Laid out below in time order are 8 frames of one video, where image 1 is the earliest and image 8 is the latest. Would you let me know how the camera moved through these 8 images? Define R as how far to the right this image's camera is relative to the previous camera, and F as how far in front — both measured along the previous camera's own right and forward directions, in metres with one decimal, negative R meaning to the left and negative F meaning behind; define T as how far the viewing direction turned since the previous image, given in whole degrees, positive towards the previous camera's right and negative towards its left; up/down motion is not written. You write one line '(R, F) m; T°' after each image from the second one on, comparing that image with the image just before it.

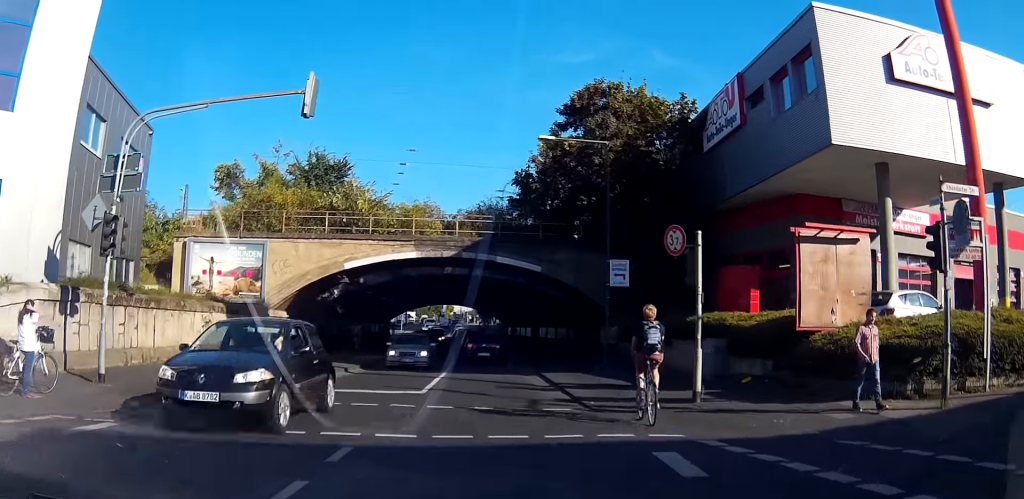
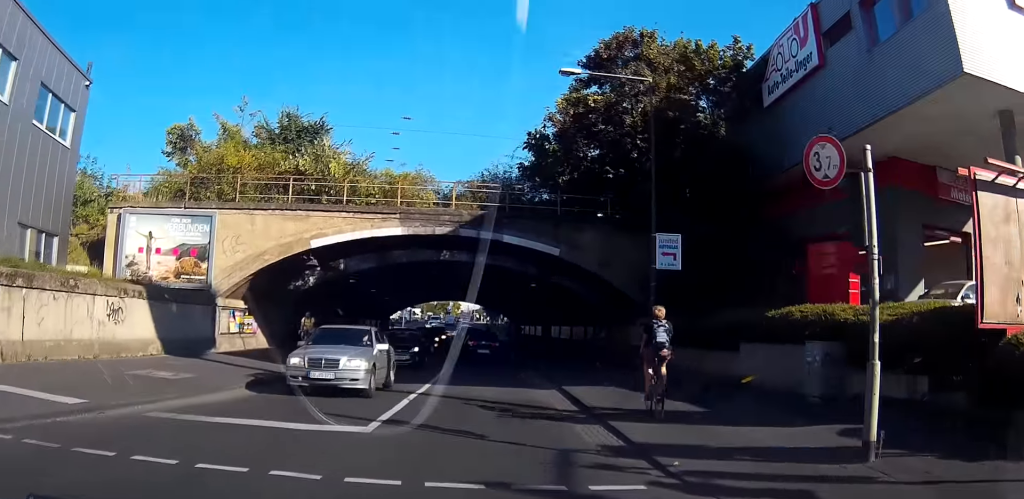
(+0.1, +8.6) m; 0°
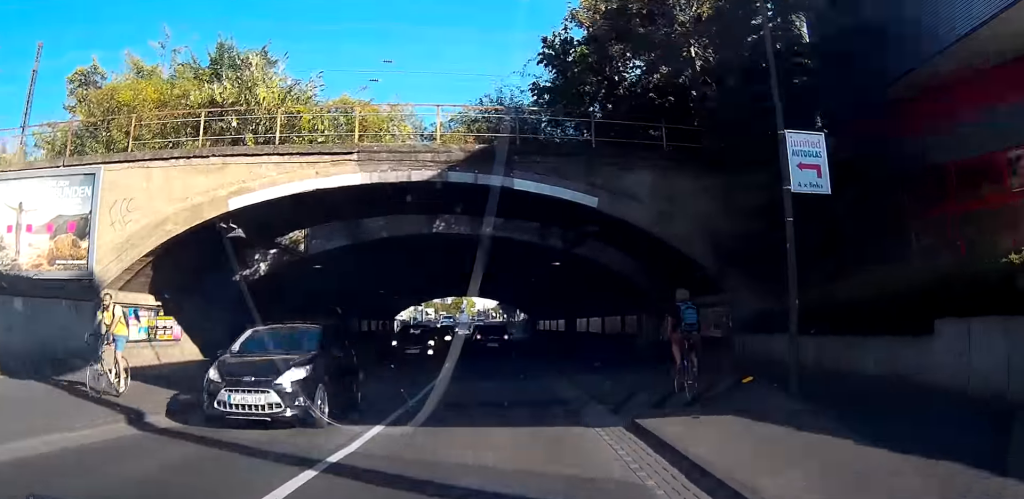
(-0.2, +10.5) m; -1°
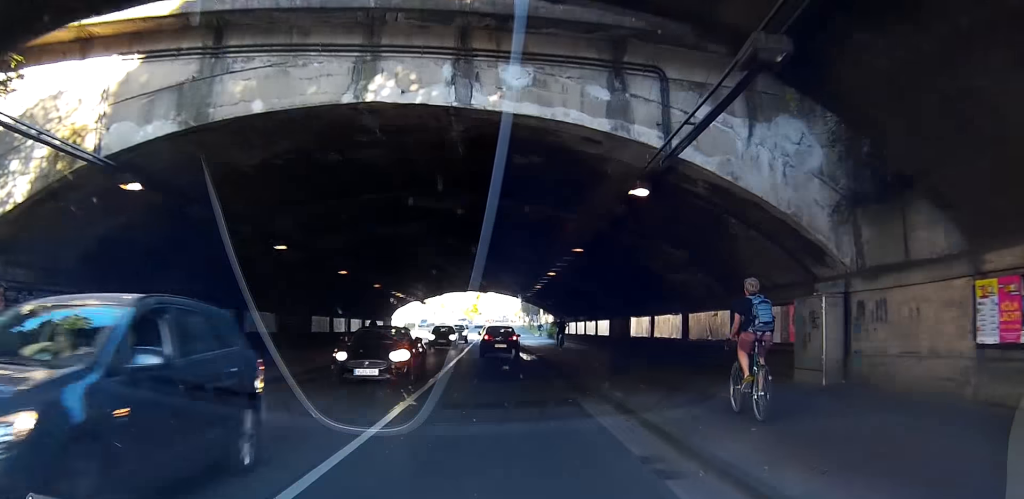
(0.0, +17.1) m; 0°
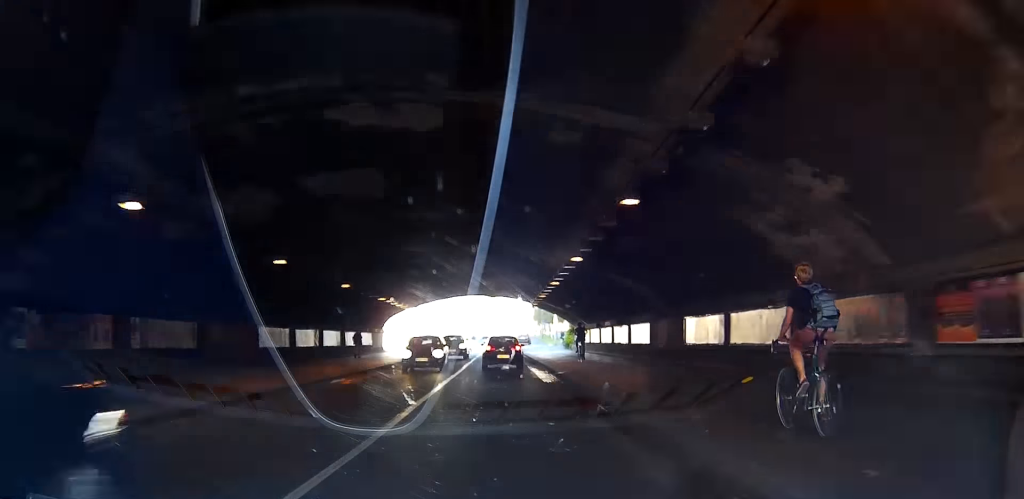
(0.0, +9.8) m; -1°
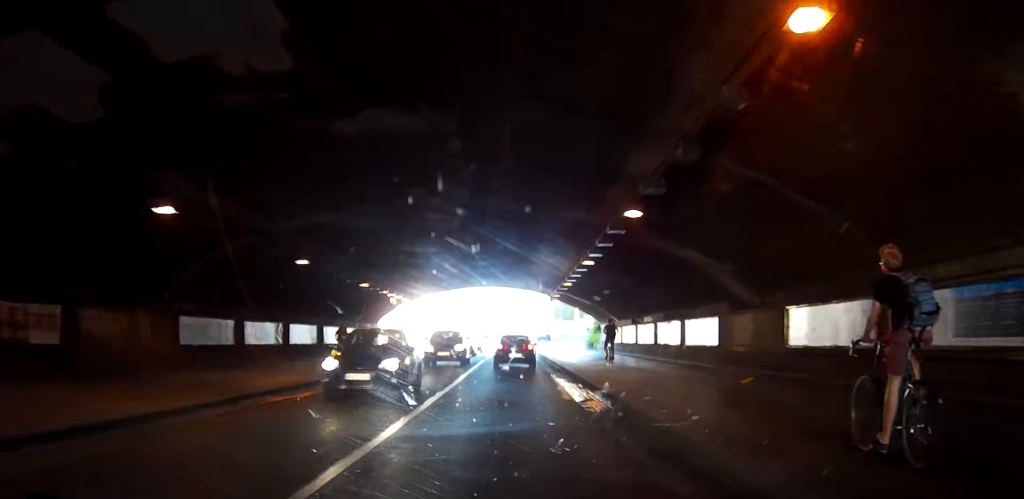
(-0.1, +8.5) m; -1°
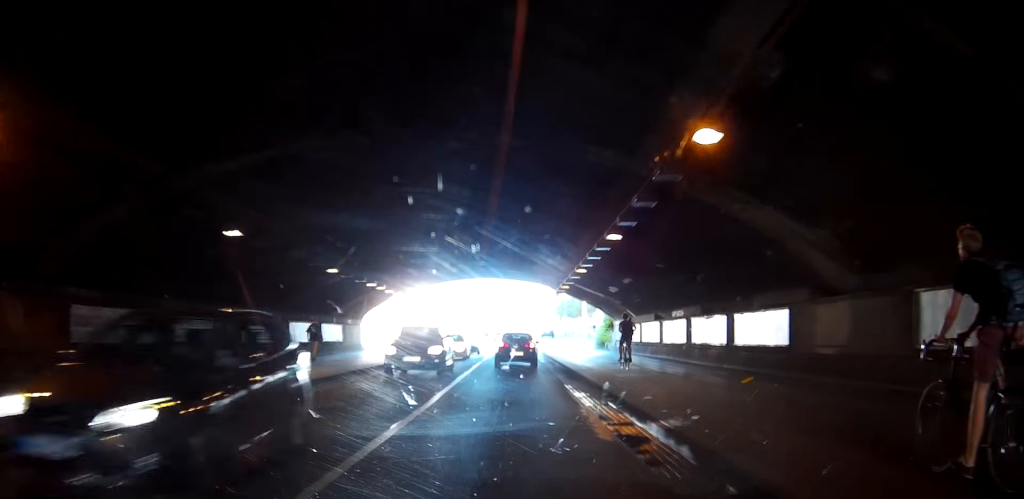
(-0.1, +6.0) m; 0°
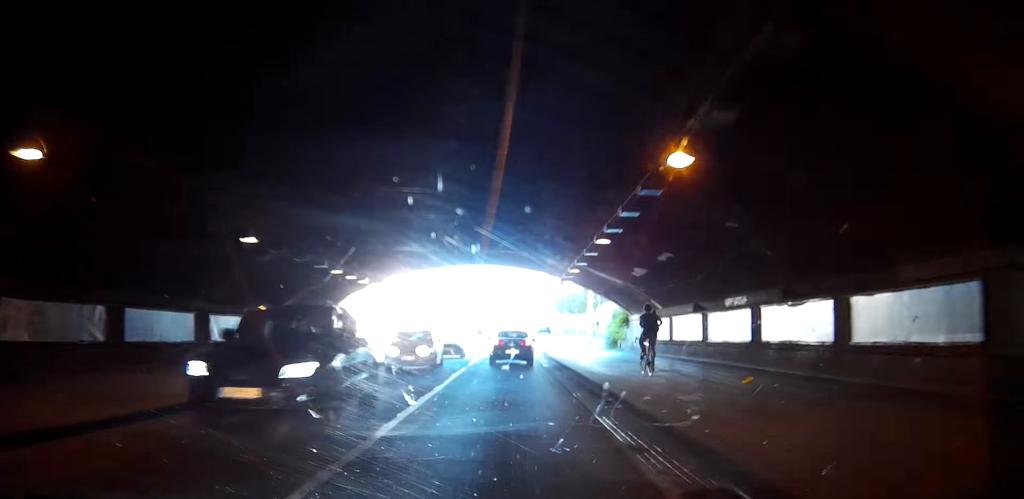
(+0.1, +8.0) m; +2°
